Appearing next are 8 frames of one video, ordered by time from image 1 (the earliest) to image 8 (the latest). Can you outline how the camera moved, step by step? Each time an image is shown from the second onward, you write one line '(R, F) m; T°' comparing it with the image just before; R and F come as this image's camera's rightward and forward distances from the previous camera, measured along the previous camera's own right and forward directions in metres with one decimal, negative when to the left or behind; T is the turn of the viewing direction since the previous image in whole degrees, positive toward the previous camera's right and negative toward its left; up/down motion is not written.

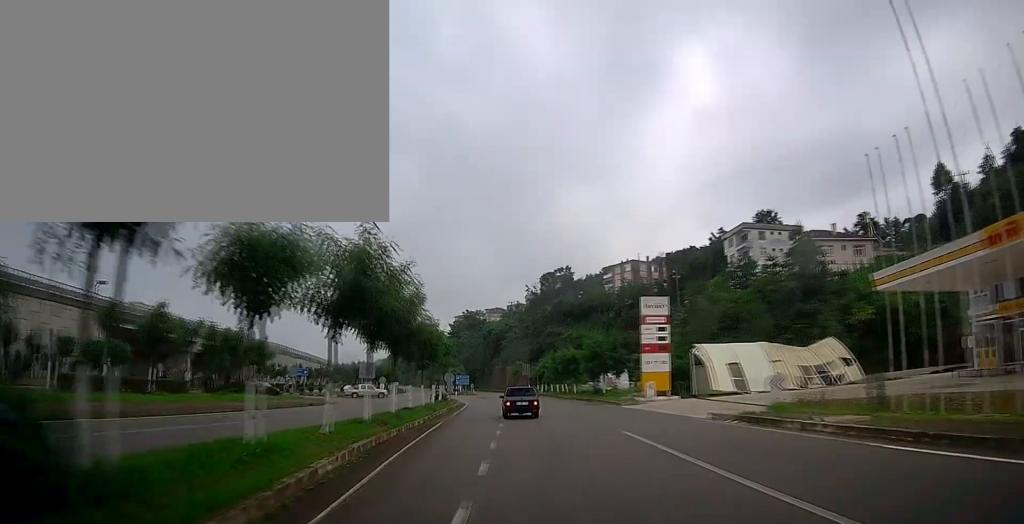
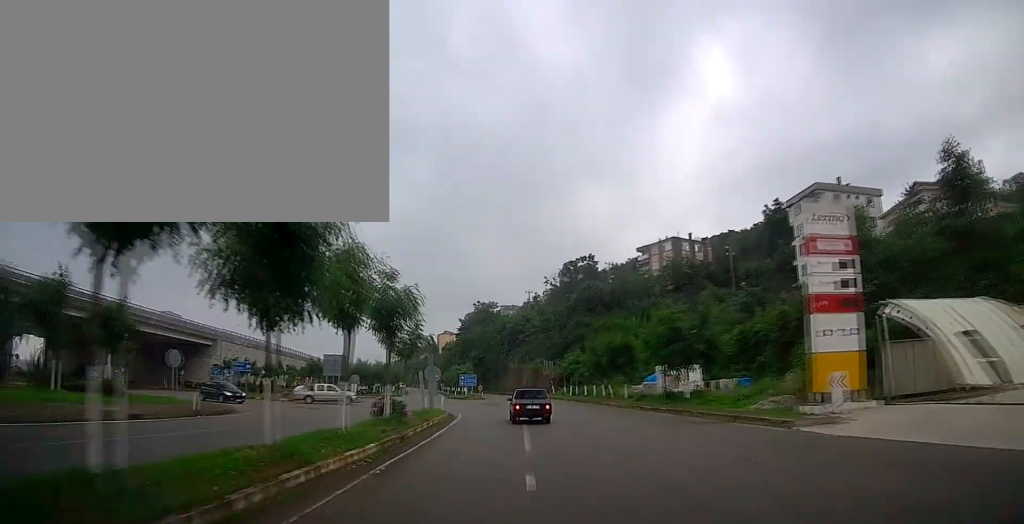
(+0.1, +20.8) m; -1°
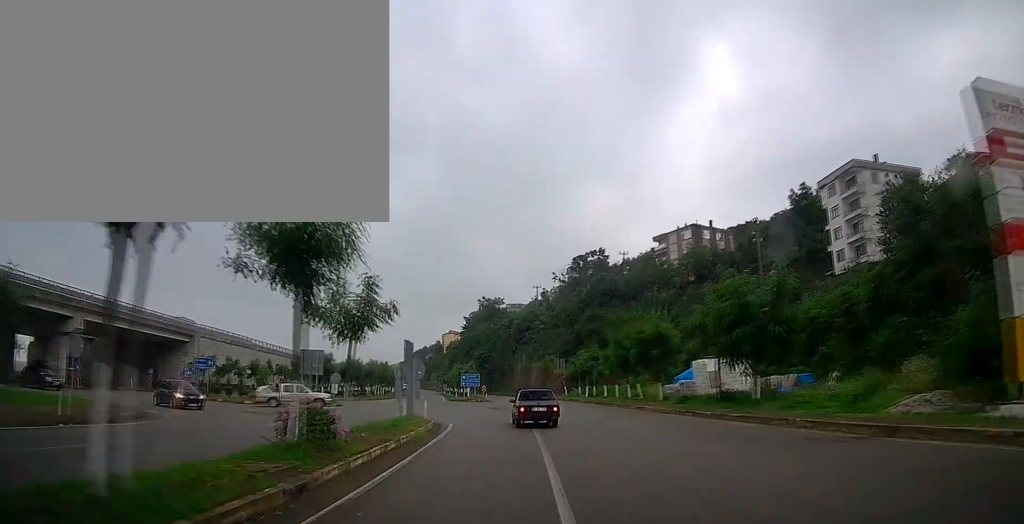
(-0.2, +8.0) m; -2°
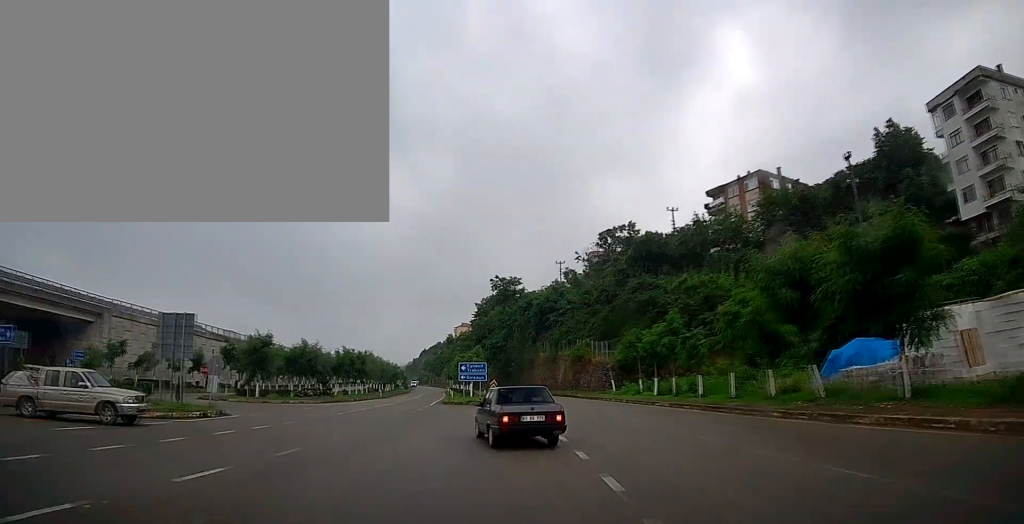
(-0.6, +21.8) m; -1°
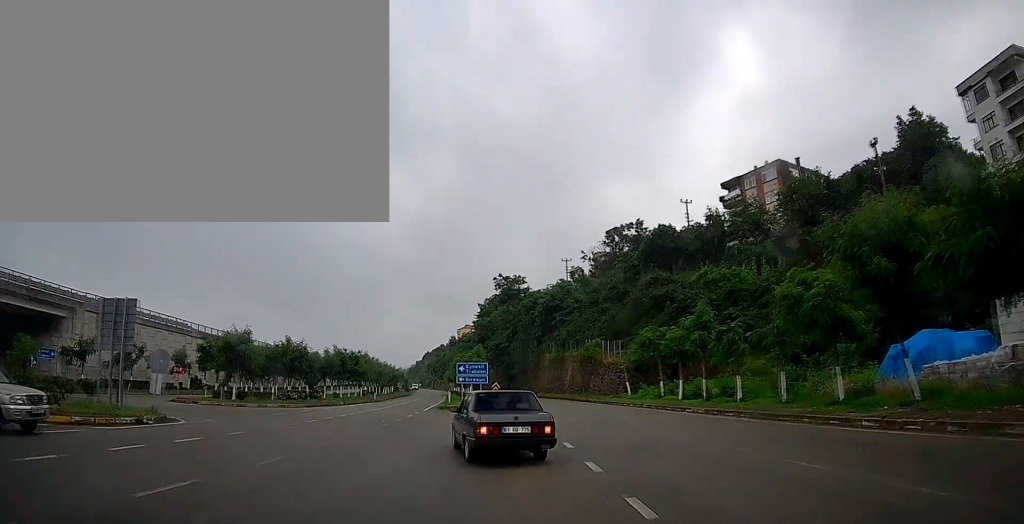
(+0.2, +5.1) m; 0°
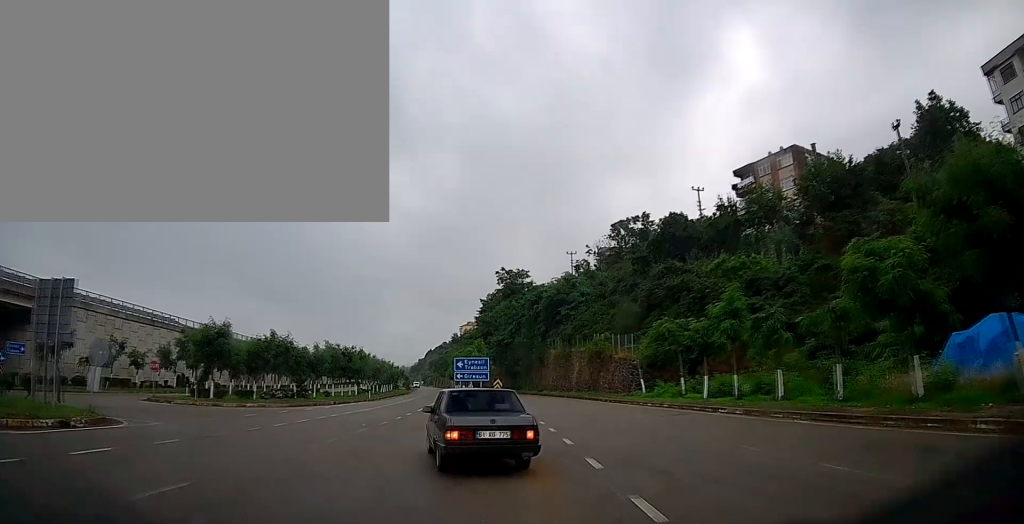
(-0.2, +4.0) m; -2°
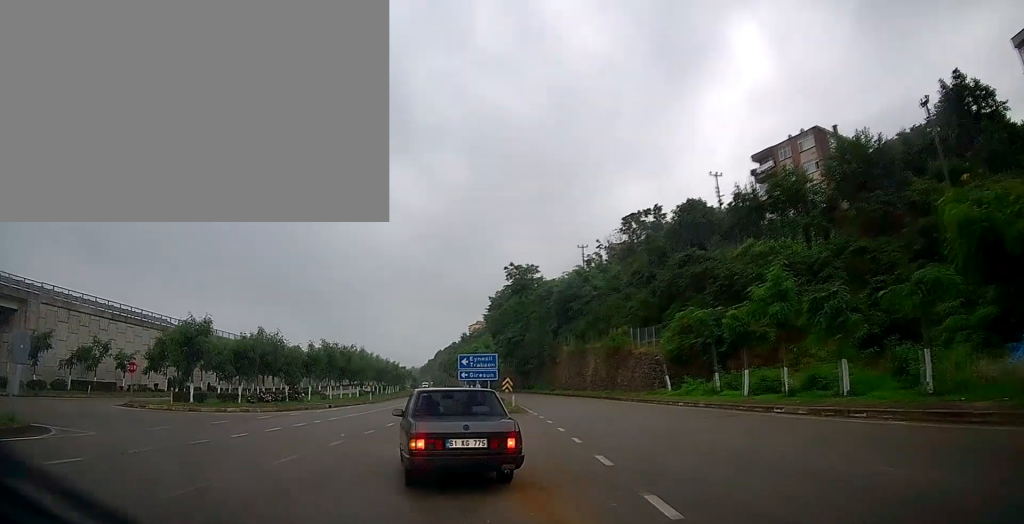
(-0.1, +4.2) m; -3°
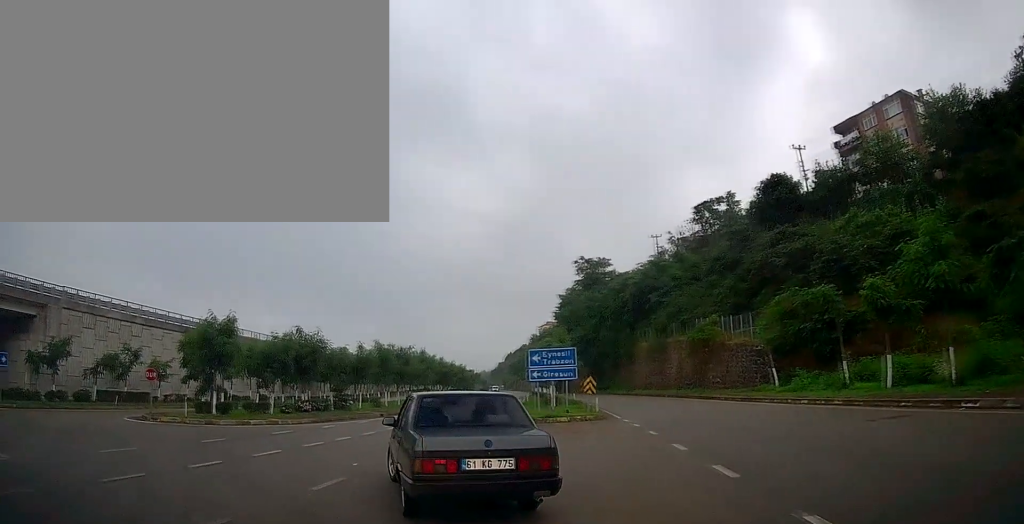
(-0.3, +5.6) m; -12°
